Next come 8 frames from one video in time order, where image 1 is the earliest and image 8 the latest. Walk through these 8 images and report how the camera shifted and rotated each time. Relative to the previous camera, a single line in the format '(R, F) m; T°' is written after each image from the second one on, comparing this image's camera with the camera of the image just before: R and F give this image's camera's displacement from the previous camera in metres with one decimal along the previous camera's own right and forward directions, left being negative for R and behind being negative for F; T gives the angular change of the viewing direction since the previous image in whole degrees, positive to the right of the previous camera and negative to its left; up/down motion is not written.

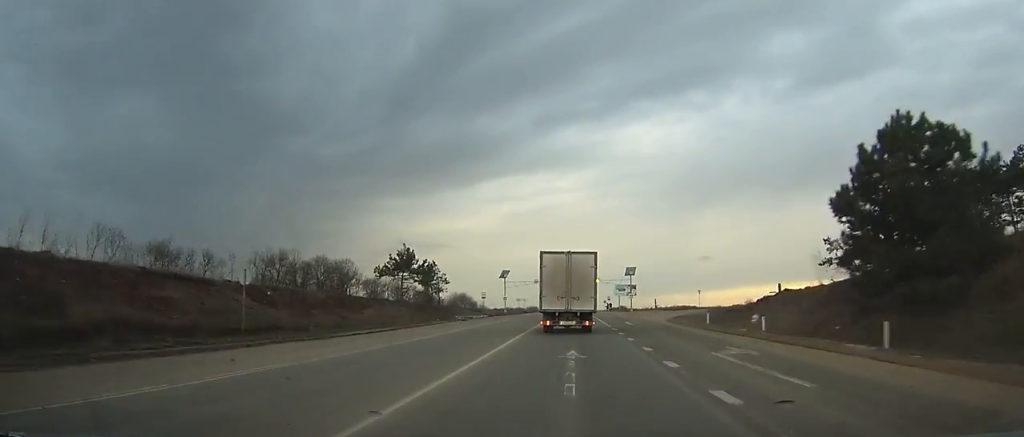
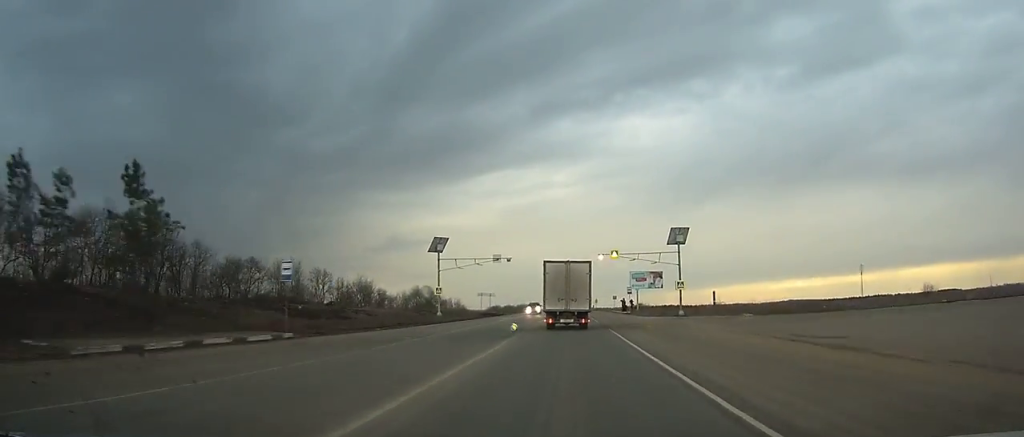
(-0.1, +57.4) m; 0°
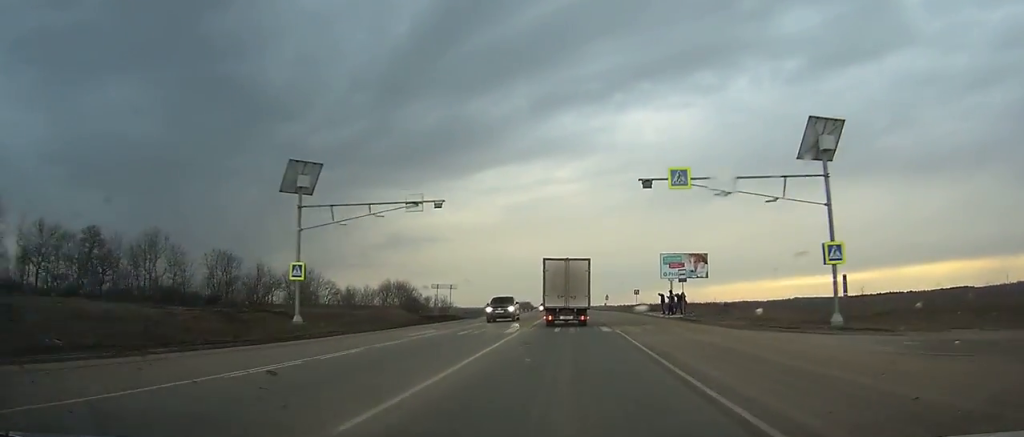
(0.0, +34.9) m; 0°
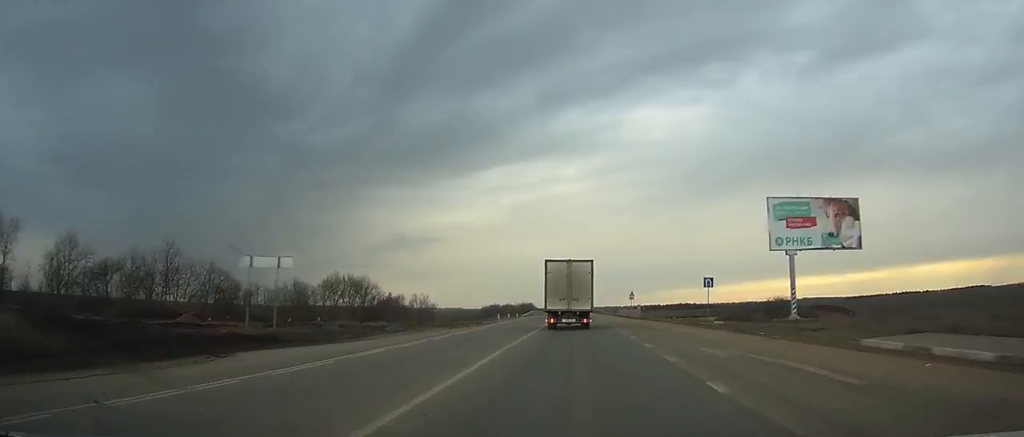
(0.0, +39.3) m; 0°
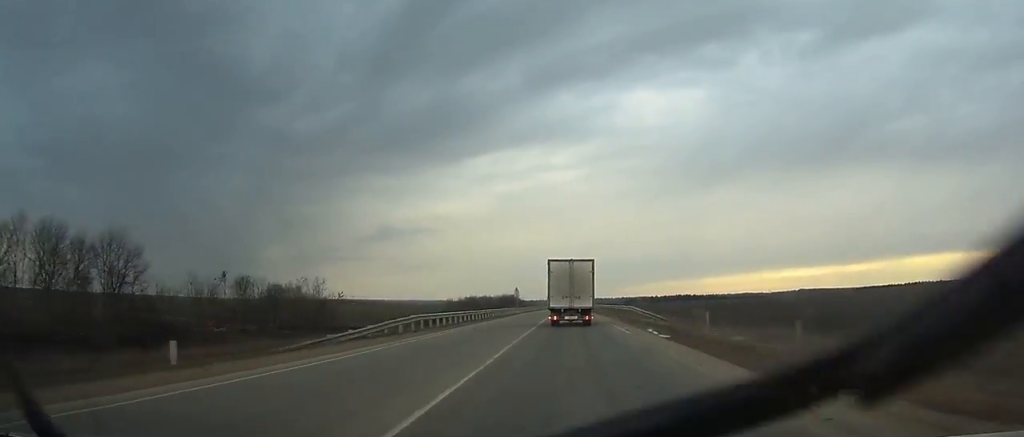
(-0.5, +80.0) m; -1°
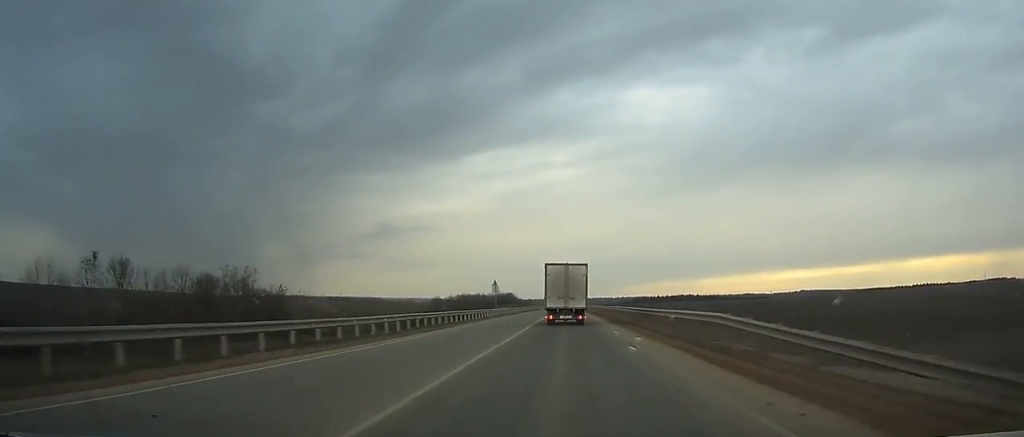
(-0.1, +29.2) m; 0°
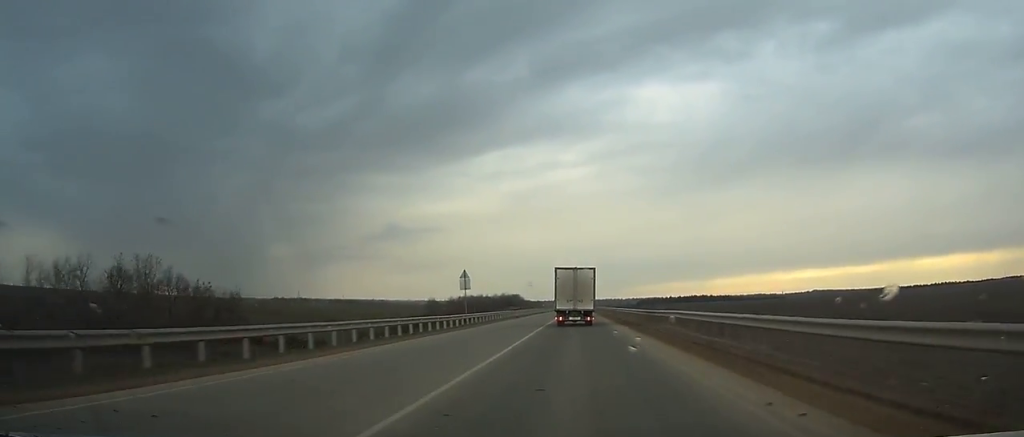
(0.0, +27.9) m; 0°
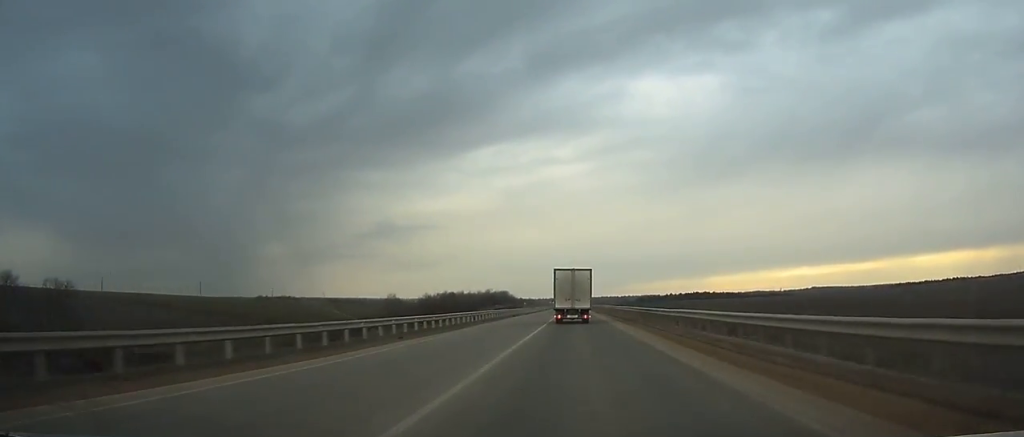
(0.0, +50.8) m; 0°
